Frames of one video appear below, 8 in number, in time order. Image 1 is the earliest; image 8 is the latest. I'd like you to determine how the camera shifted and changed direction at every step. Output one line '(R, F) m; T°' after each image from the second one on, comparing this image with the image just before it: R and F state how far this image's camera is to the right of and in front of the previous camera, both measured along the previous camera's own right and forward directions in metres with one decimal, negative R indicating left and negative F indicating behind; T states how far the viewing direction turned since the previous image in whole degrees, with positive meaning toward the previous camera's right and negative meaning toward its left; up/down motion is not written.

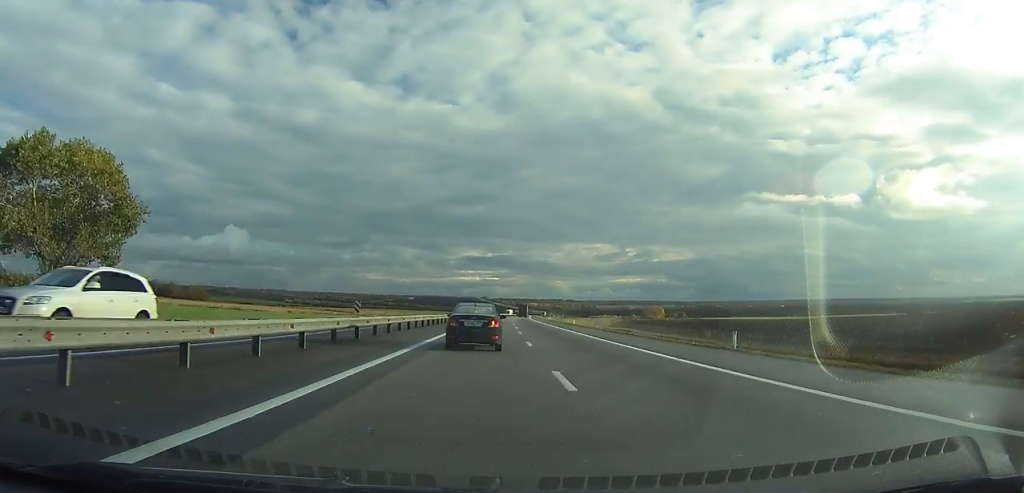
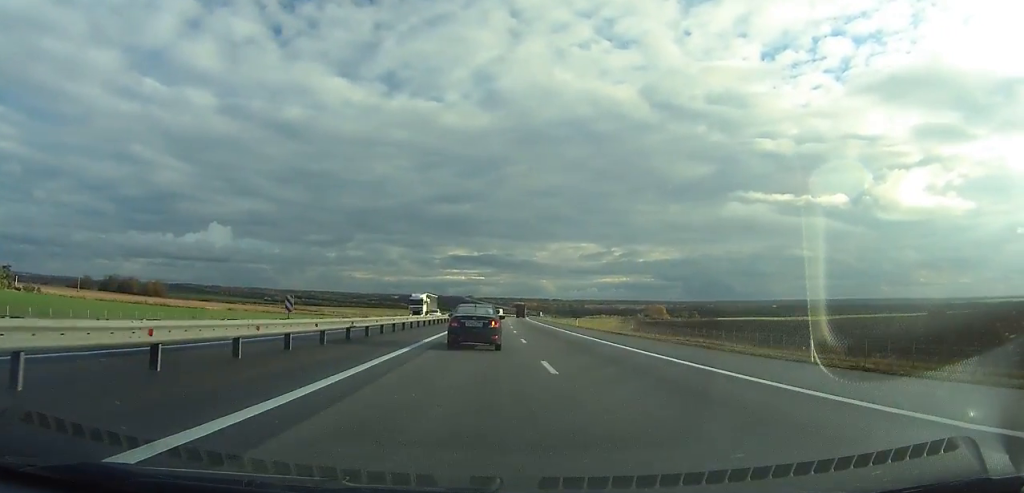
(+0.4, +58.9) m; +1°
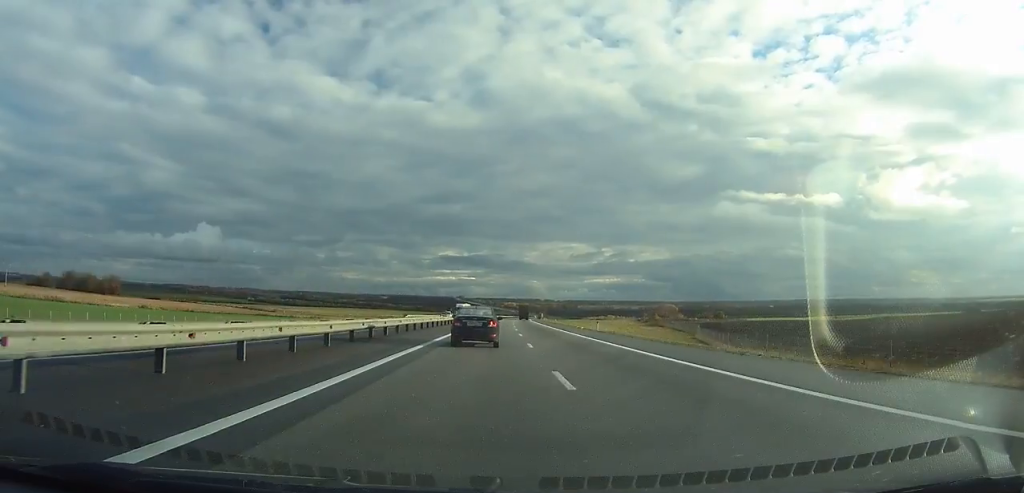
(+0.1, +64.4) m; +1°
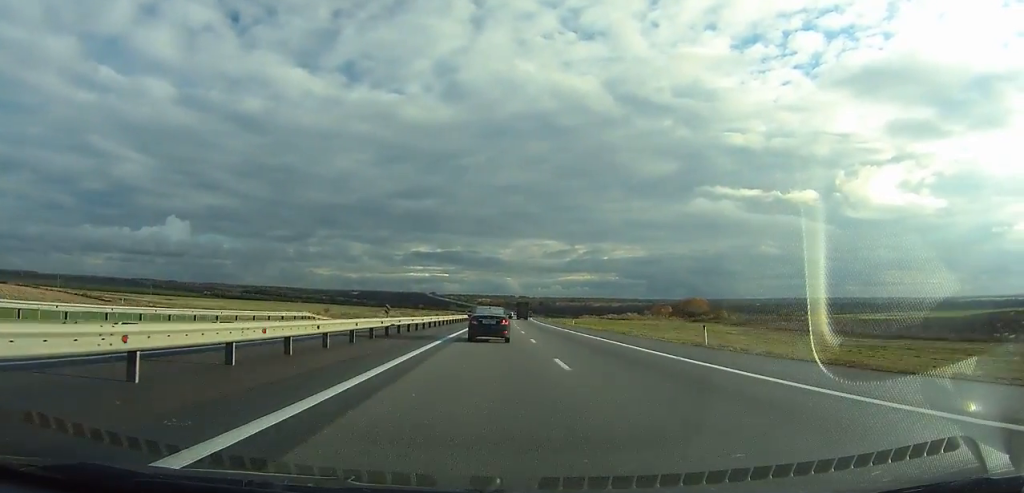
(+2.9, +130.1) m; +2°
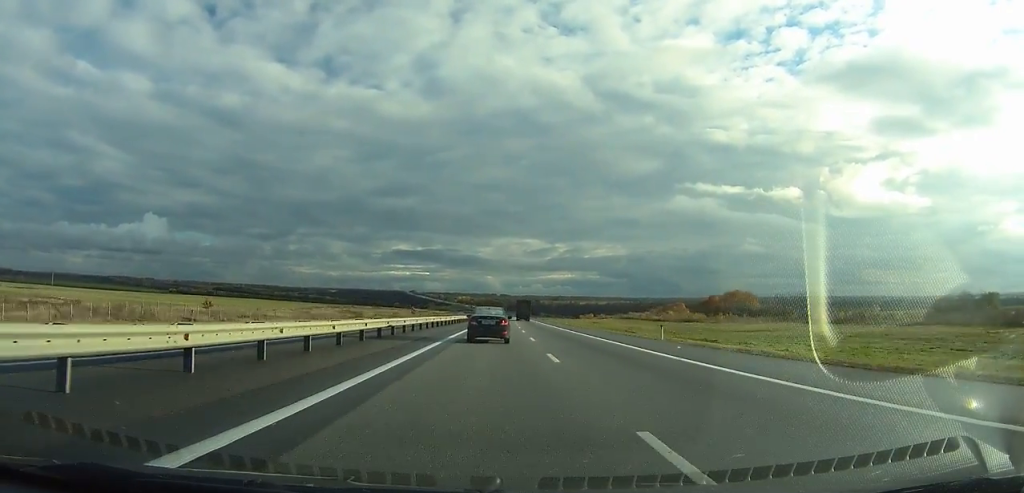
(+1.5, +93.8) m; +2°
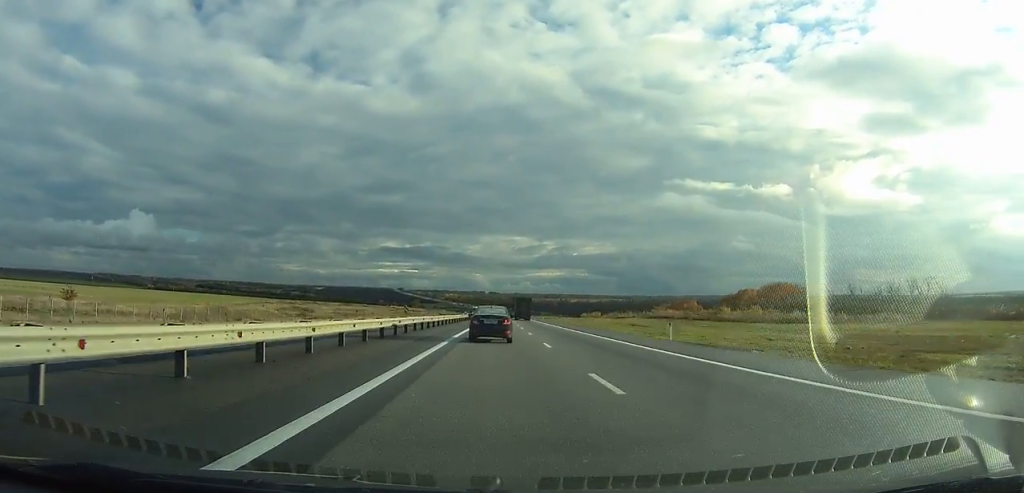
(+0.3, +54.4) m; +1°
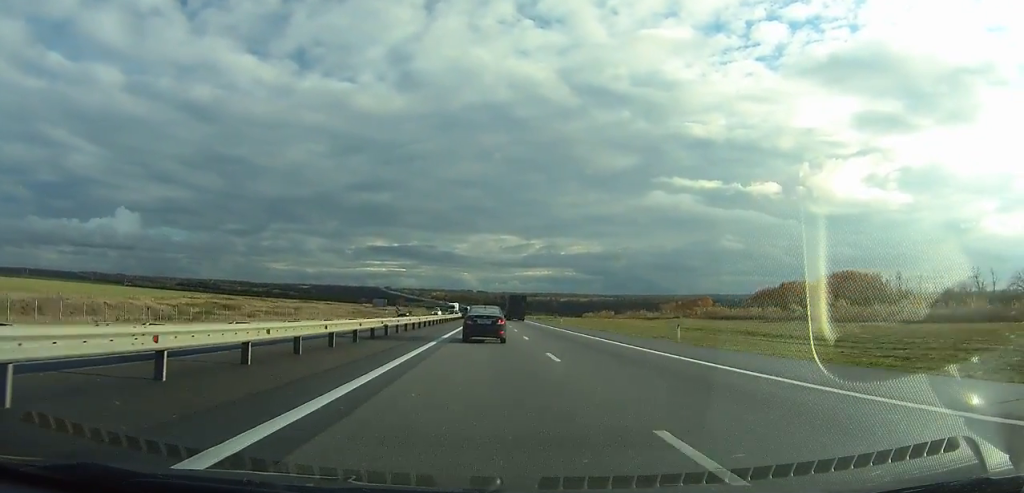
(+0.7, +54.6) m; +1°
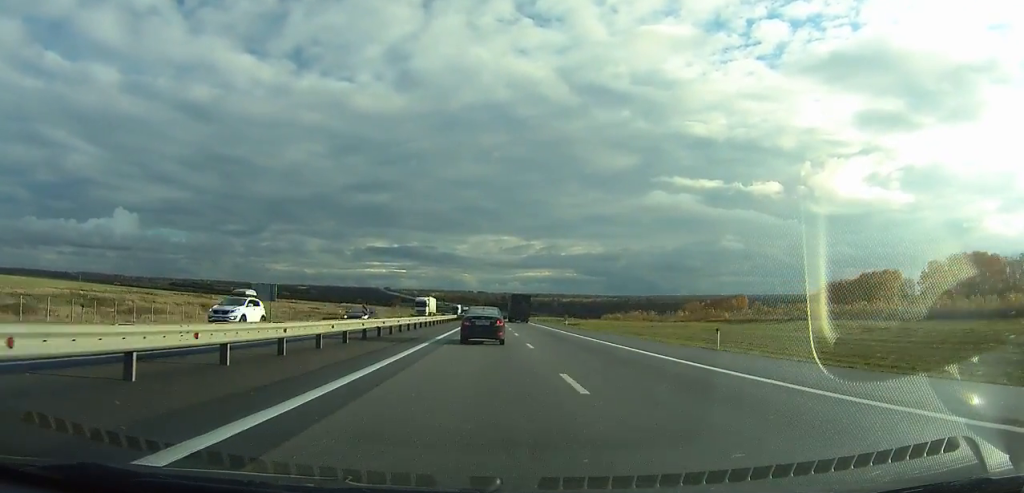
(+0.4, +54.5) m; +1°
